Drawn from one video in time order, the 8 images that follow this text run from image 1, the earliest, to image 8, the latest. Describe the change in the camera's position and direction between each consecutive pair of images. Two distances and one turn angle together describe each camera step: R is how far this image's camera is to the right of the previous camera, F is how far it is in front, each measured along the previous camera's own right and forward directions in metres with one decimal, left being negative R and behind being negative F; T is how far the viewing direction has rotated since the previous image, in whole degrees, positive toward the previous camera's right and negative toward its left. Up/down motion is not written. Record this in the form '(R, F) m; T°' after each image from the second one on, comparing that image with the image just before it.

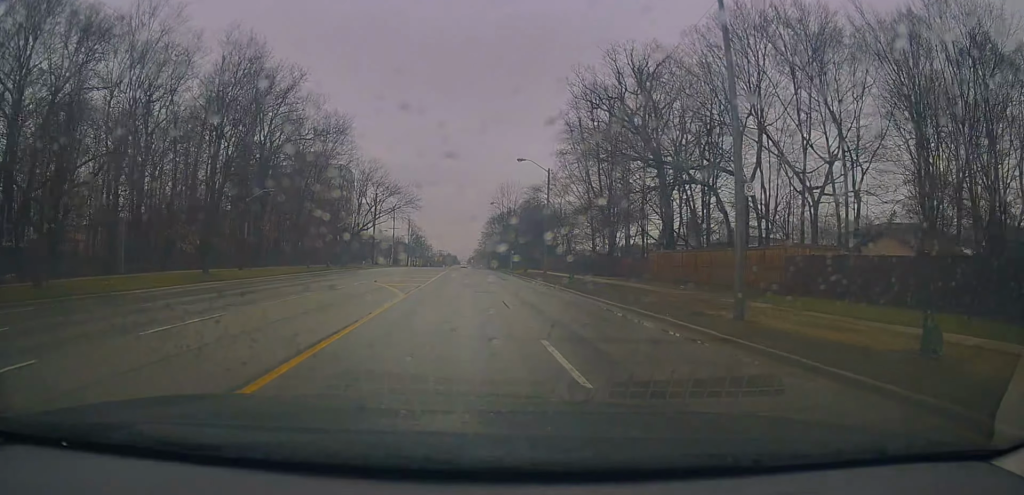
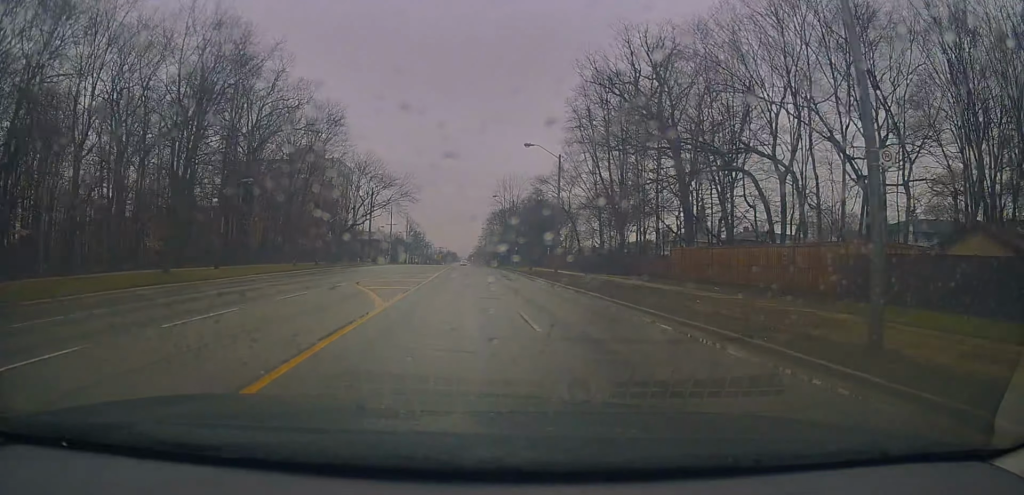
(0.0, +5.8) m; 0°
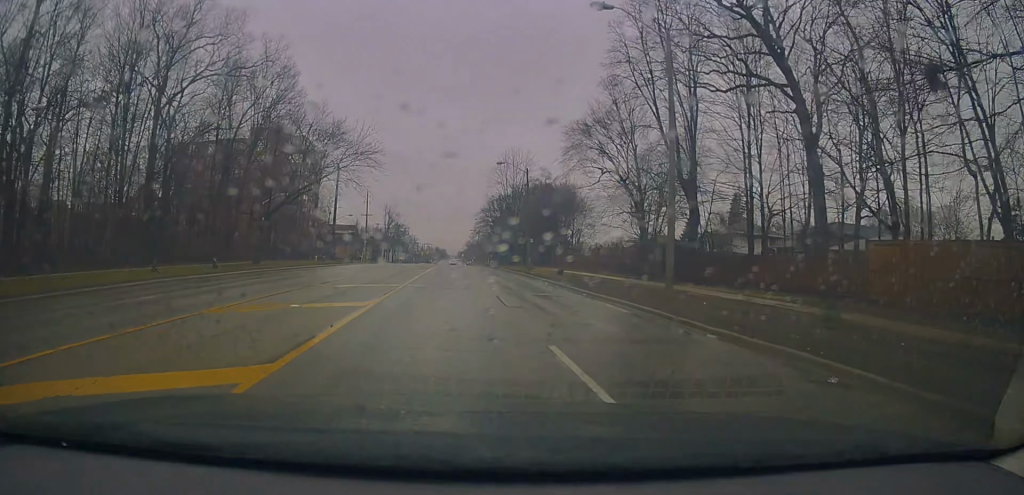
(+0.2, +26.4) m; +2°
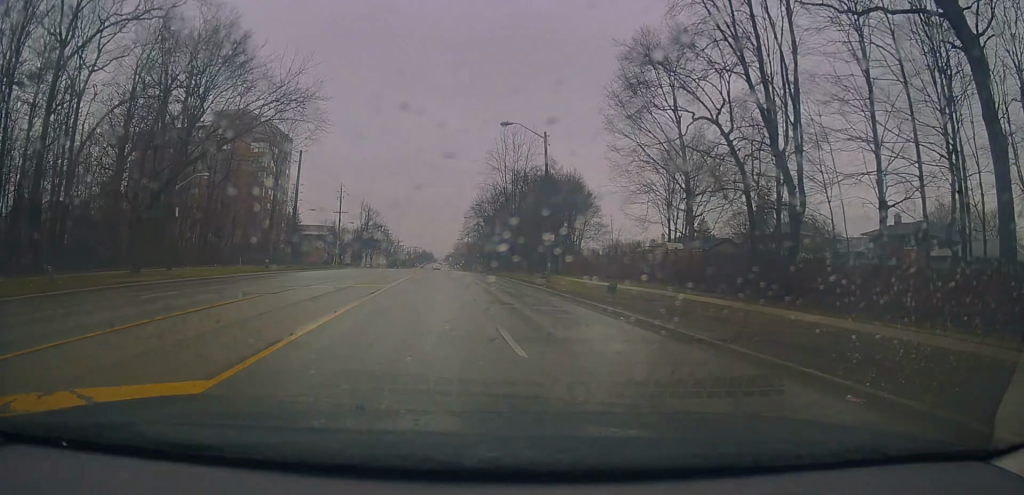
(+0.2, +16.2) m; +1°
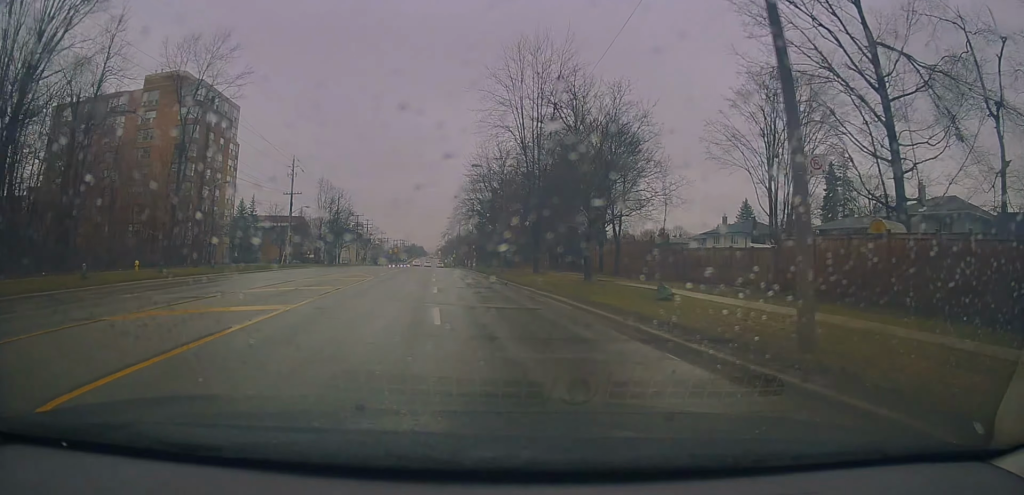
(0.0, +28.2) m; 0°
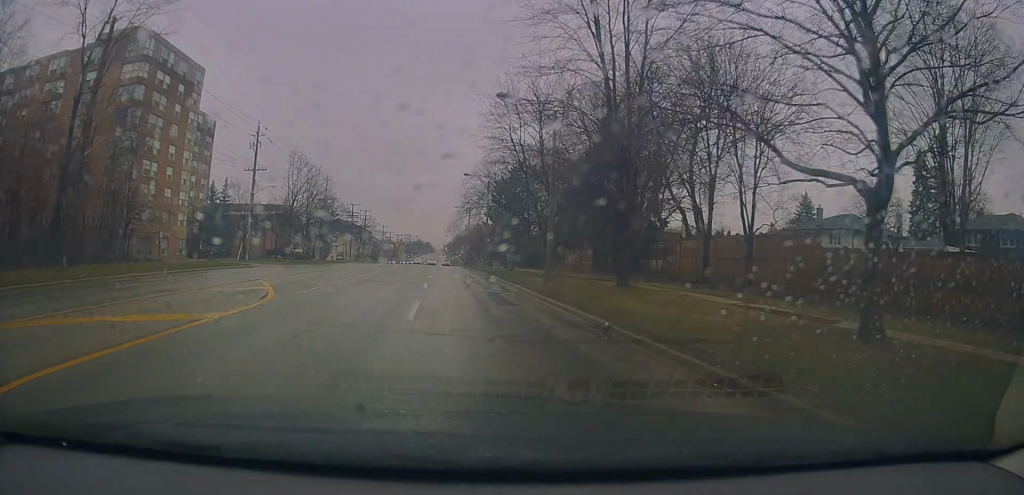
(-0.2, +18.1) m; -1°
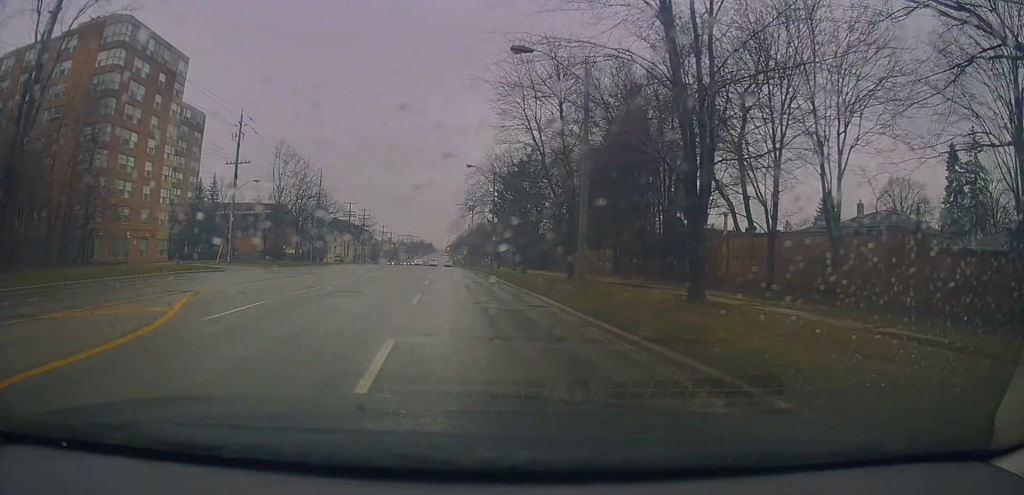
(0.0, +5.4) m; 0°
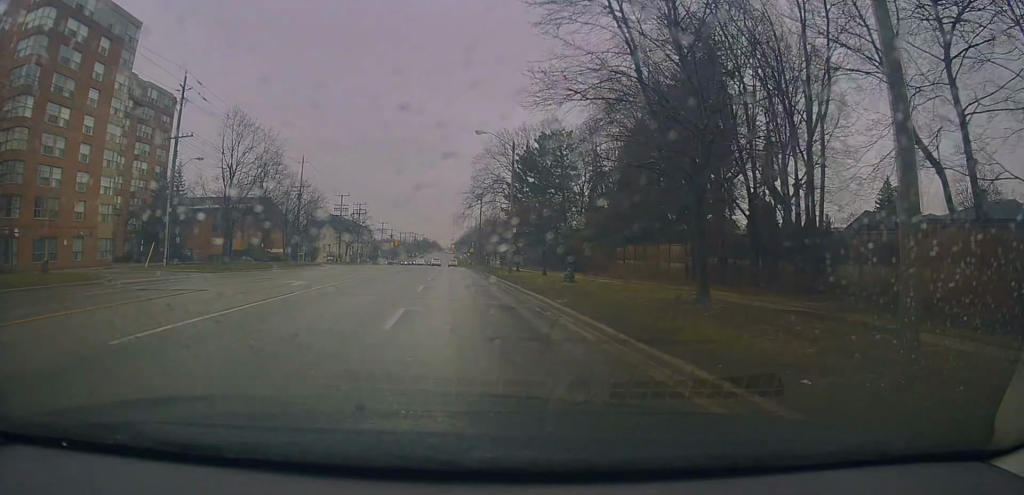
(0.0, +12.0) m; 0°
